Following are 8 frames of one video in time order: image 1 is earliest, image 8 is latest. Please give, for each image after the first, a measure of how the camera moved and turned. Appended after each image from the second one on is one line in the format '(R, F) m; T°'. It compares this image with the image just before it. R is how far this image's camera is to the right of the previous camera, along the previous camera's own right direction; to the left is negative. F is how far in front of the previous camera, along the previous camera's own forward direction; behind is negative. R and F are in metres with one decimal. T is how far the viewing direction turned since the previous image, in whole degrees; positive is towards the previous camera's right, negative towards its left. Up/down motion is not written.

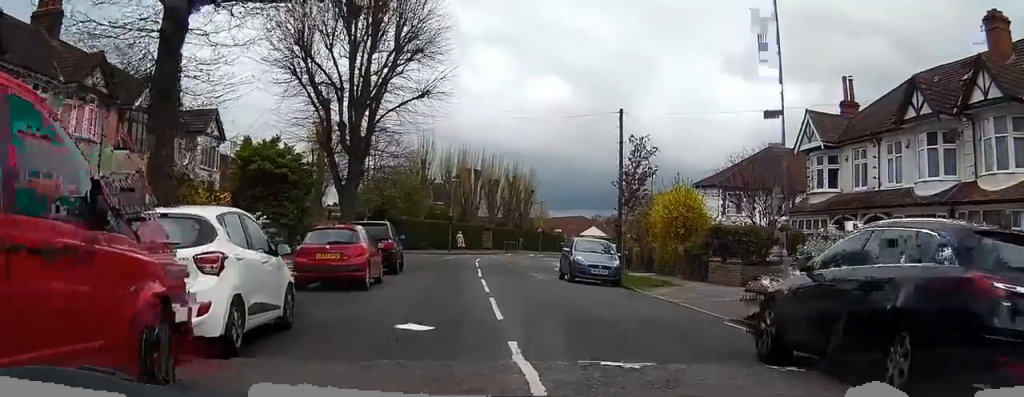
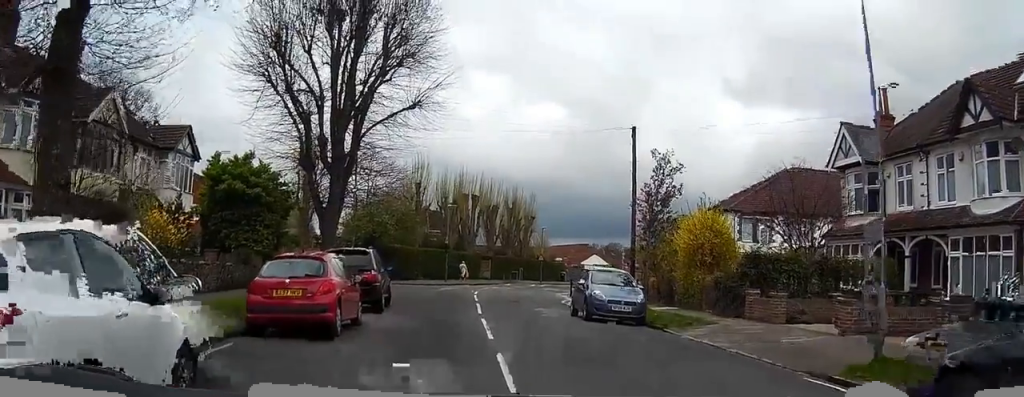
(+0.1, +3.8) m; +3°
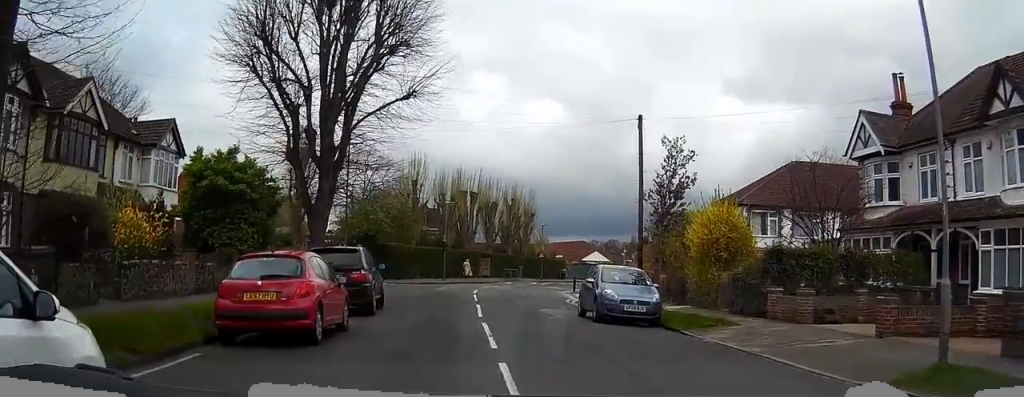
(0.0, +1.8) m; 0°
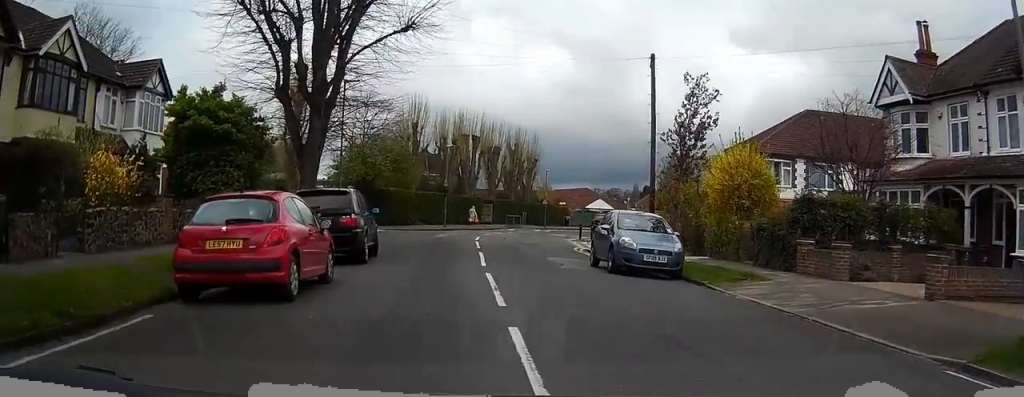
(0.0, +1.9) m; -3°
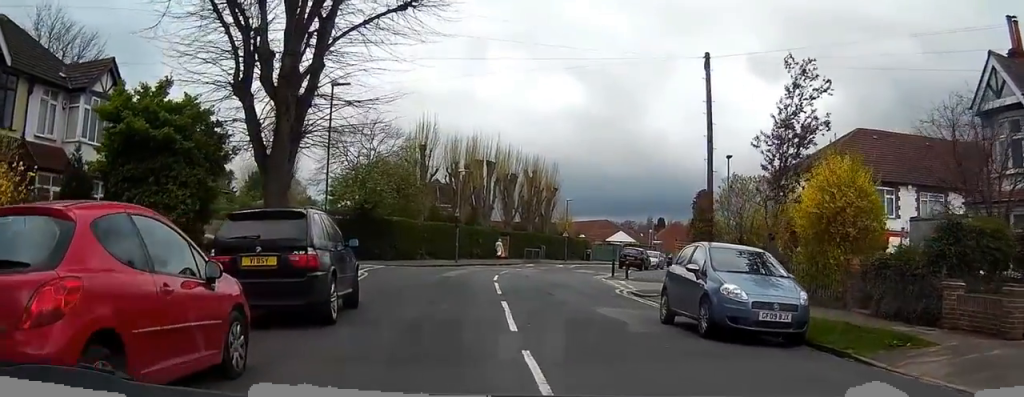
(-0.5, +5.7) m; -7°
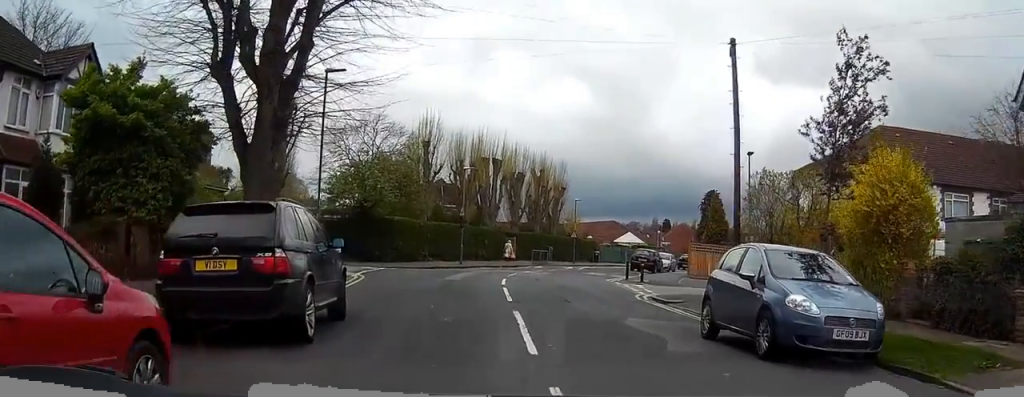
(0.0, +2.0) m; 0°
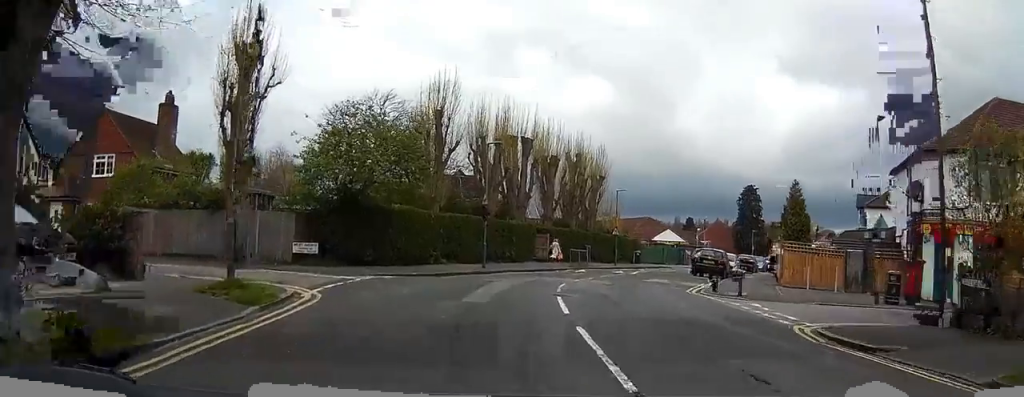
(0.0, +10.1) m; +1°
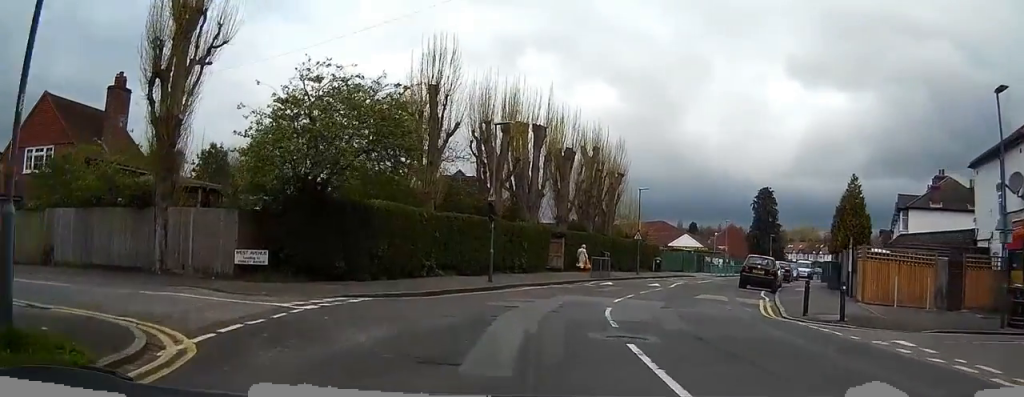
(+0.1, +6.8) m; +5°
